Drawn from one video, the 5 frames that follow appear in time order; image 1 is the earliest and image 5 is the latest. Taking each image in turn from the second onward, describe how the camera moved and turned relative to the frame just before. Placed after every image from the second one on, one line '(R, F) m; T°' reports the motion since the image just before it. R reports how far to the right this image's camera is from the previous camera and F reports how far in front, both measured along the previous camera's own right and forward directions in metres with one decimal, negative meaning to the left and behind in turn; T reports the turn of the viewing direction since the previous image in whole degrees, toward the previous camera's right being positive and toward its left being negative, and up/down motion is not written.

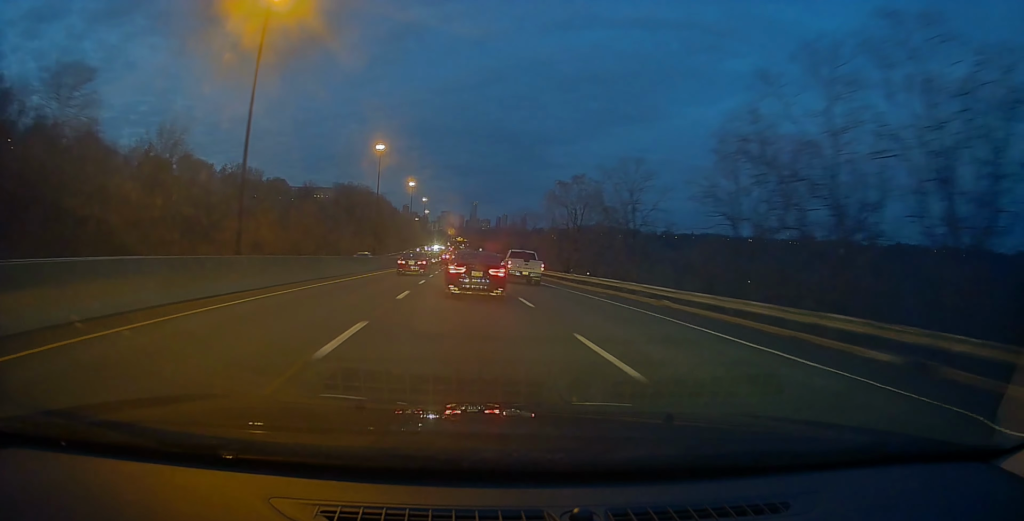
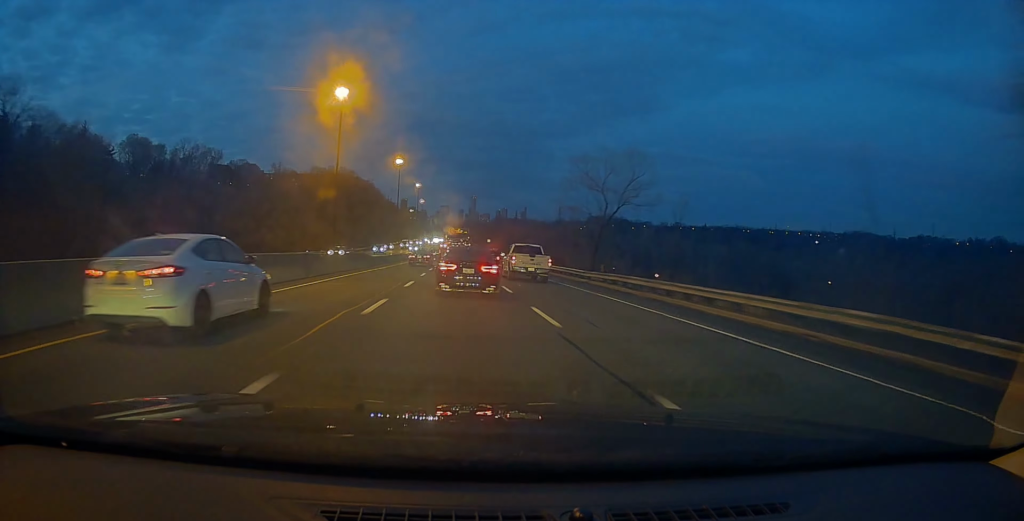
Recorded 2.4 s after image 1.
(0.0, +57.7) m; 0°
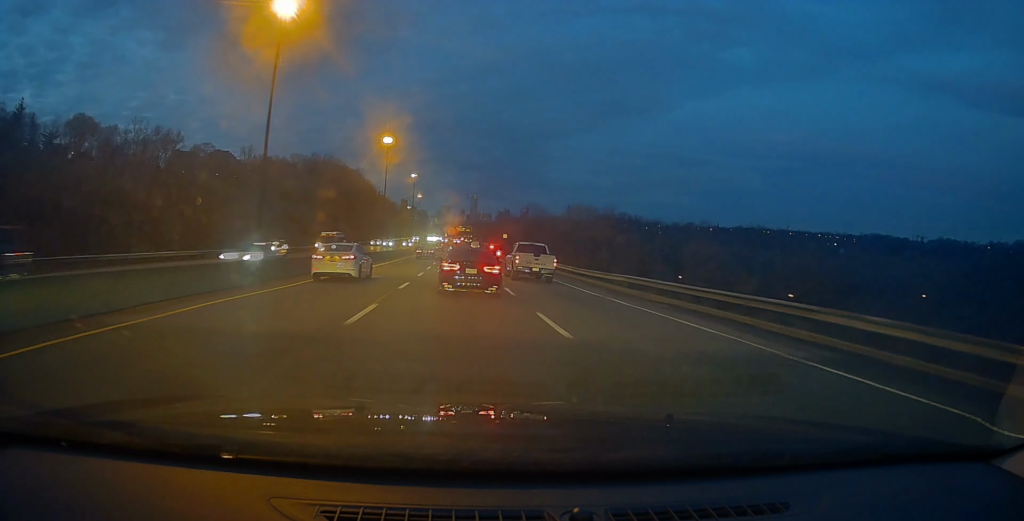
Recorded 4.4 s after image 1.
(+0.9, +46.3) m; 0°
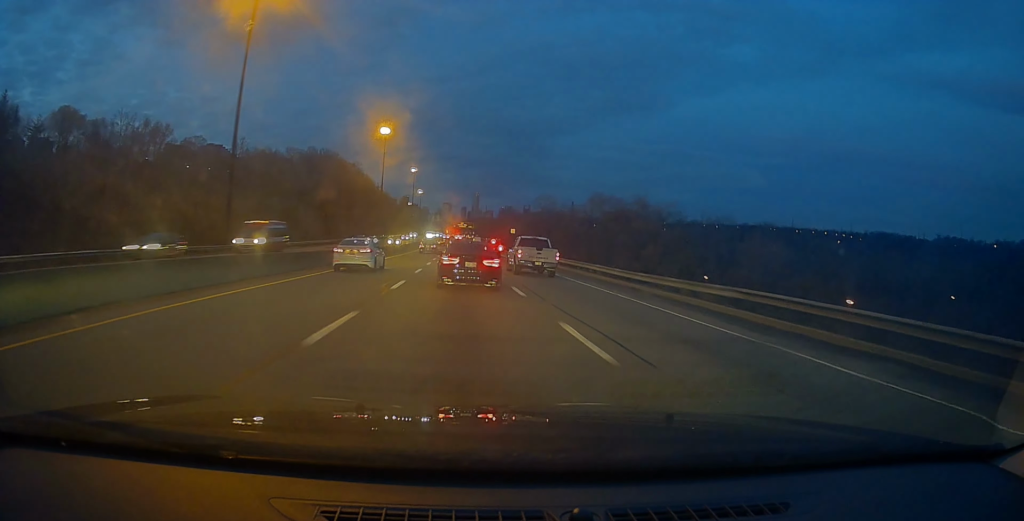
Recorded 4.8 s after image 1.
(-0.3, +11.3) m; 0°
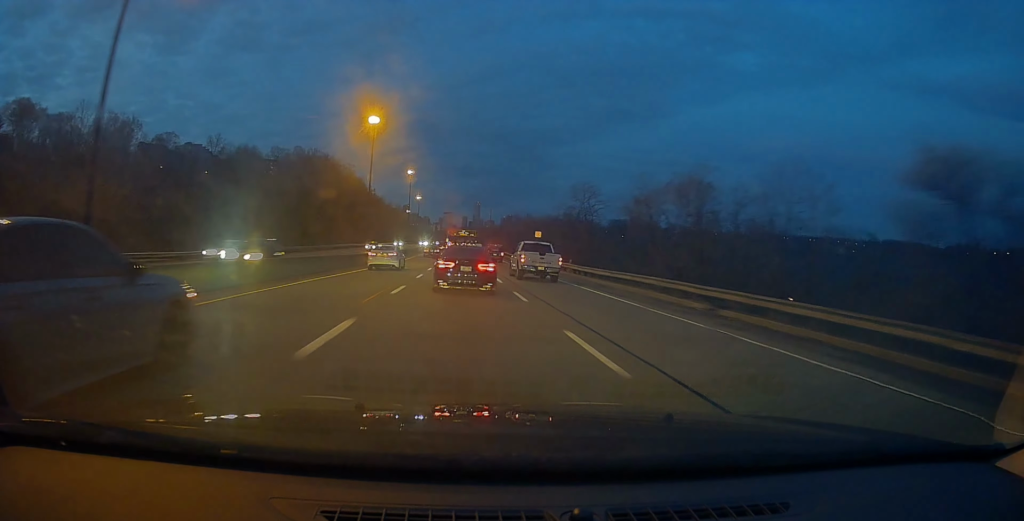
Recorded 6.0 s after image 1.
(+0.2, +27.4) m; -1°
